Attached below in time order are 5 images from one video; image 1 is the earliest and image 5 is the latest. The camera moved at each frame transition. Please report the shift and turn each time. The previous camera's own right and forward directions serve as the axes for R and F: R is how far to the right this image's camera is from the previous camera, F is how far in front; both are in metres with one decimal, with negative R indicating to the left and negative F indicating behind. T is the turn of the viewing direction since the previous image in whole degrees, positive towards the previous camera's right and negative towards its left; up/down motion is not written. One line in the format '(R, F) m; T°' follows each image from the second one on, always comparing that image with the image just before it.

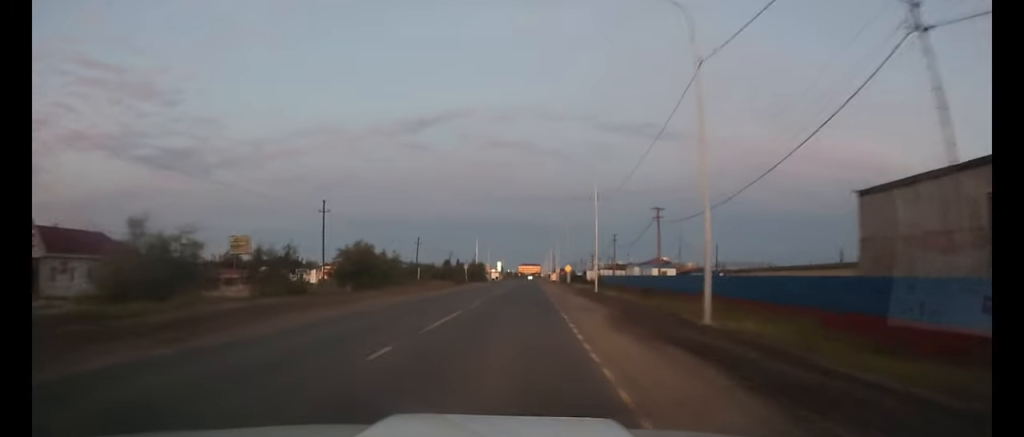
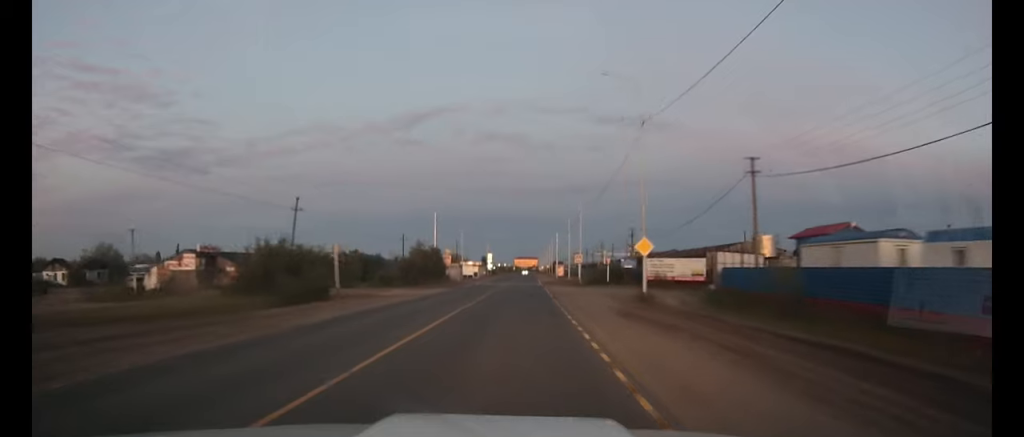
(0.0, +58.1) m; 0°
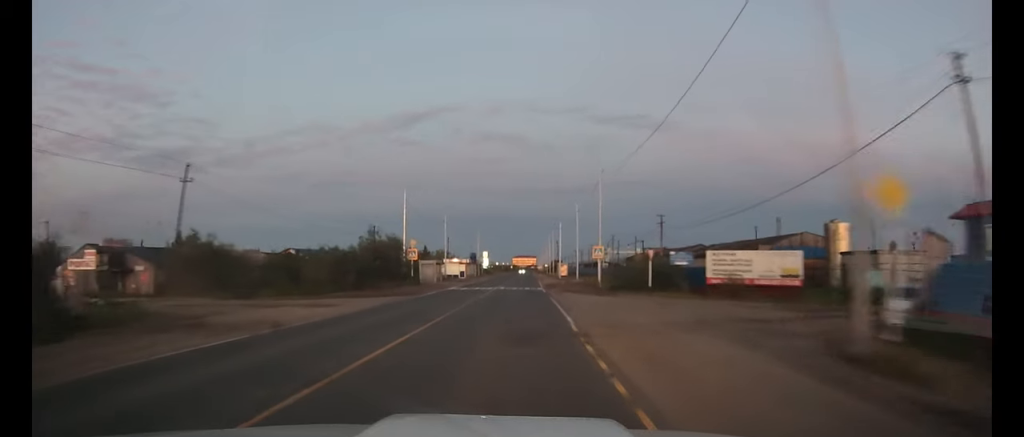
(0.0, +19.2) m; 0°
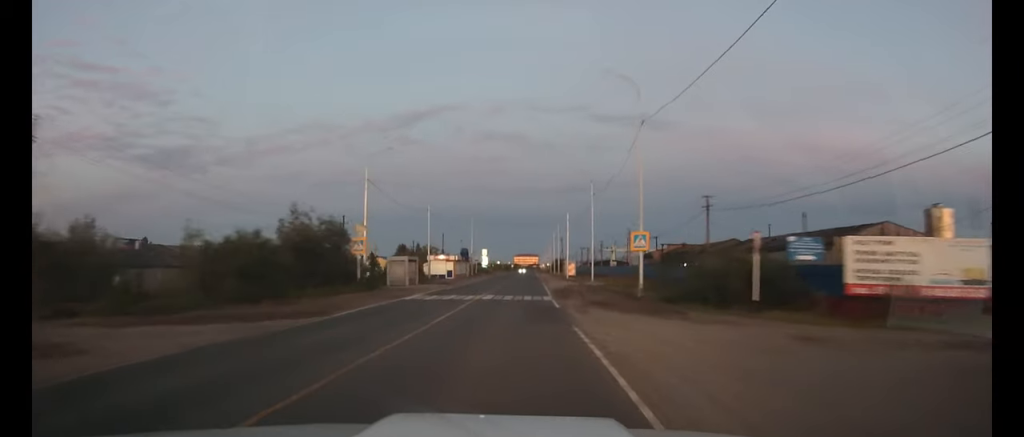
(0.0, +16.0) m; 0°
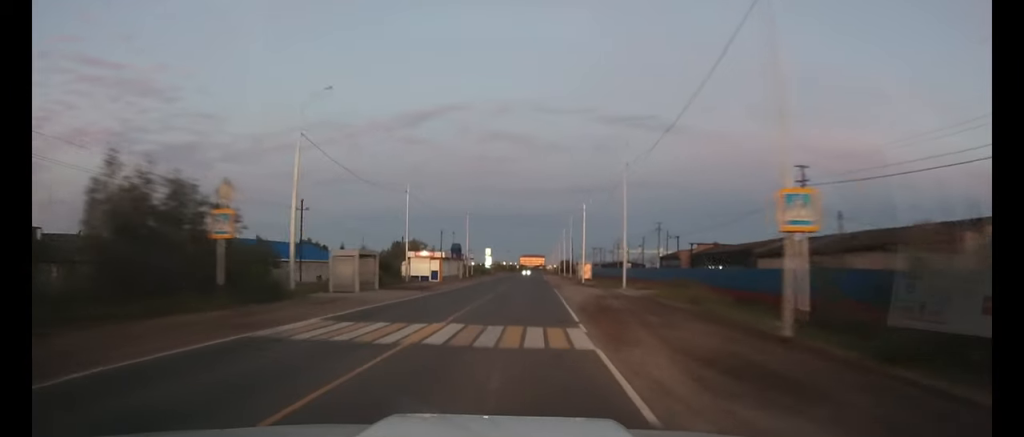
(-0.1, +16.4) m; 0°
